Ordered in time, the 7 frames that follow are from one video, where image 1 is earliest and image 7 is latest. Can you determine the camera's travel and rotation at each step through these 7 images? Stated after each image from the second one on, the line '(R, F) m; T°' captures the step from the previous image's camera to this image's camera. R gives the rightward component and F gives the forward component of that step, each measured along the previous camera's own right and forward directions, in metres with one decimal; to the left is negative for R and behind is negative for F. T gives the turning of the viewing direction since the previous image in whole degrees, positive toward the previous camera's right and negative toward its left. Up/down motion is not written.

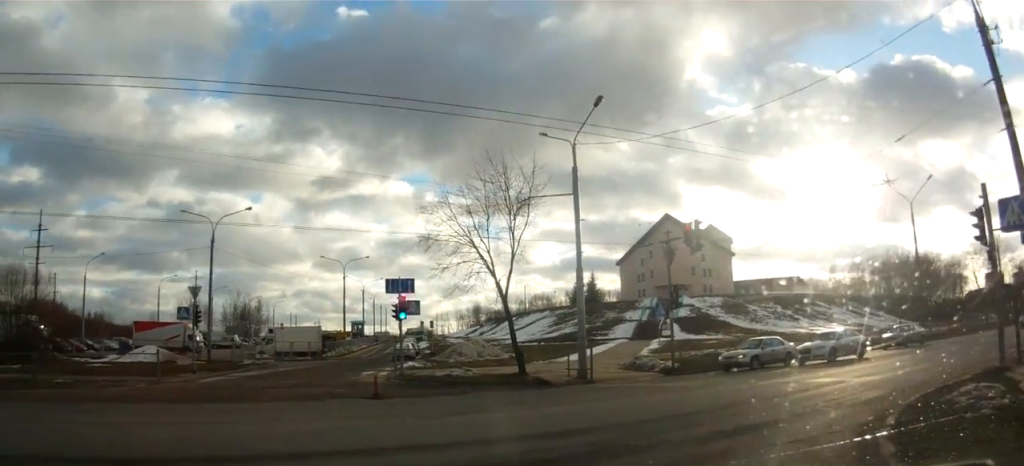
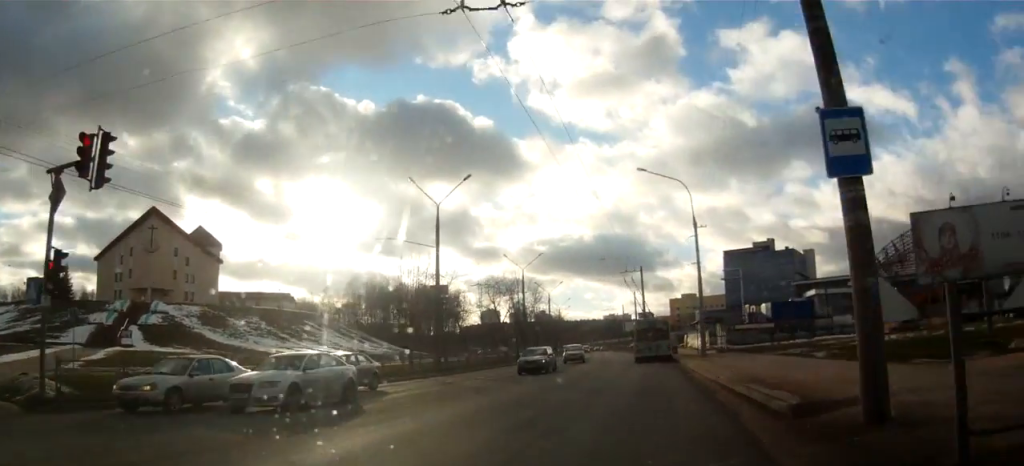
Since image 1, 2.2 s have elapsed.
(+3.4, +12.1) m; +36°
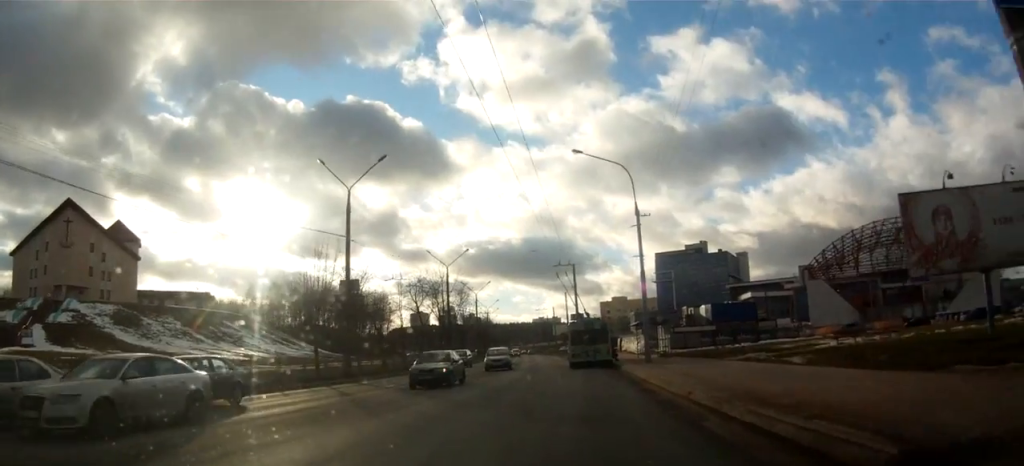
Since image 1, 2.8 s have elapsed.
(+0.5, +4.6) m; +10°
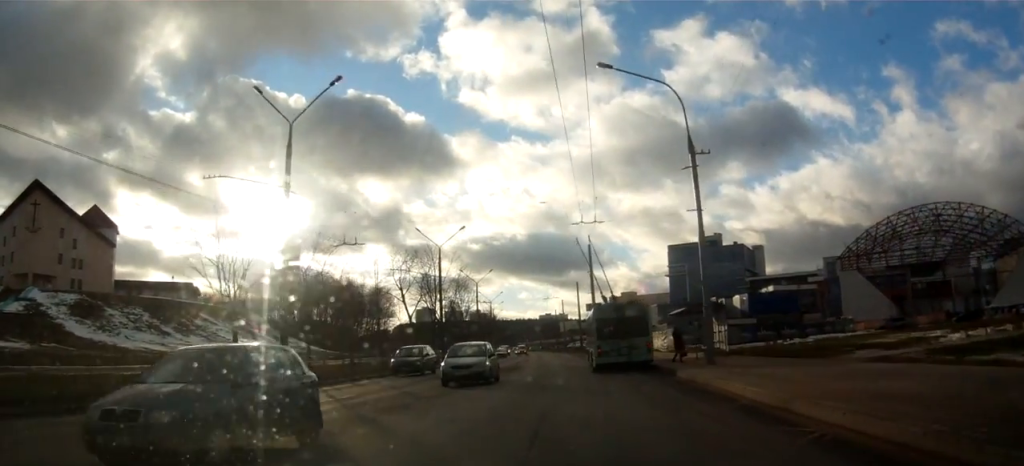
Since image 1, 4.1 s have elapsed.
(+1.4, +10.2) m; +8°
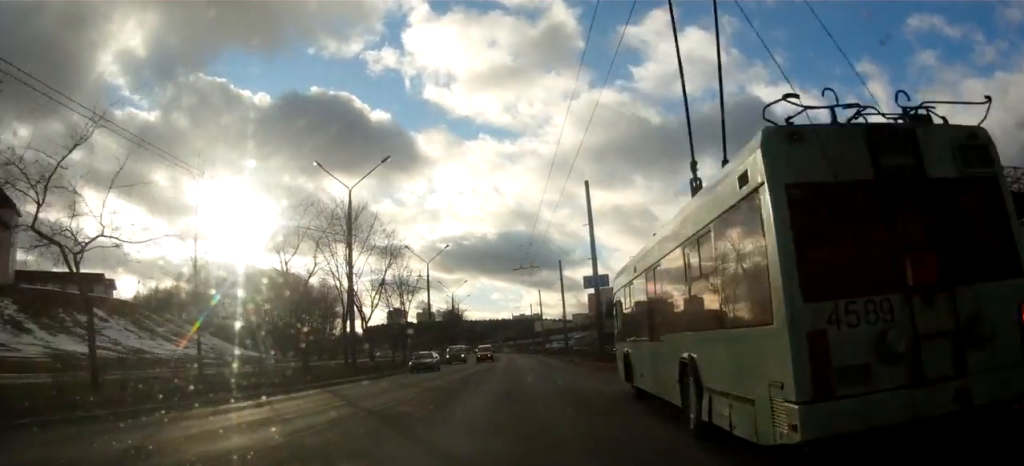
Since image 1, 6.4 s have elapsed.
(+0.3, +21.8) m; +2°
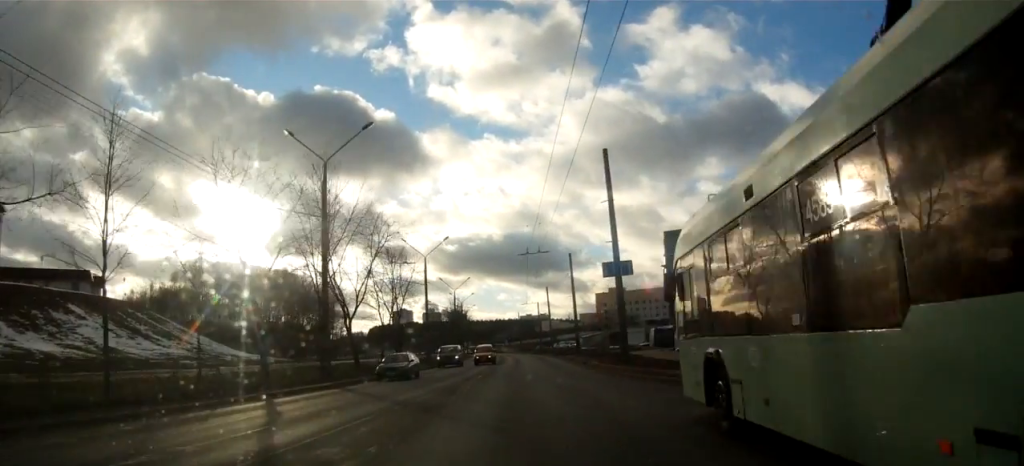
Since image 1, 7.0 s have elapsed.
(-0.1, +5.9) m; -1°
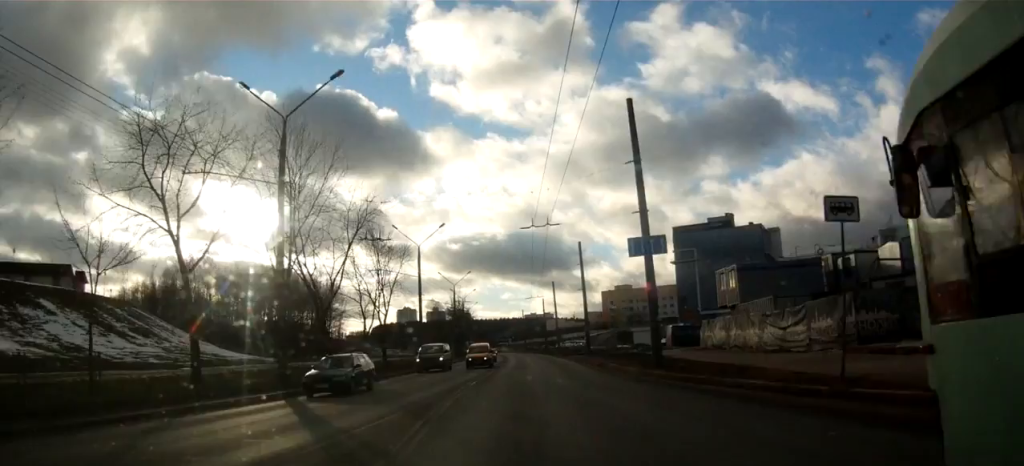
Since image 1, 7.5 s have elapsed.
(0.0, +6.2) m; -1°
